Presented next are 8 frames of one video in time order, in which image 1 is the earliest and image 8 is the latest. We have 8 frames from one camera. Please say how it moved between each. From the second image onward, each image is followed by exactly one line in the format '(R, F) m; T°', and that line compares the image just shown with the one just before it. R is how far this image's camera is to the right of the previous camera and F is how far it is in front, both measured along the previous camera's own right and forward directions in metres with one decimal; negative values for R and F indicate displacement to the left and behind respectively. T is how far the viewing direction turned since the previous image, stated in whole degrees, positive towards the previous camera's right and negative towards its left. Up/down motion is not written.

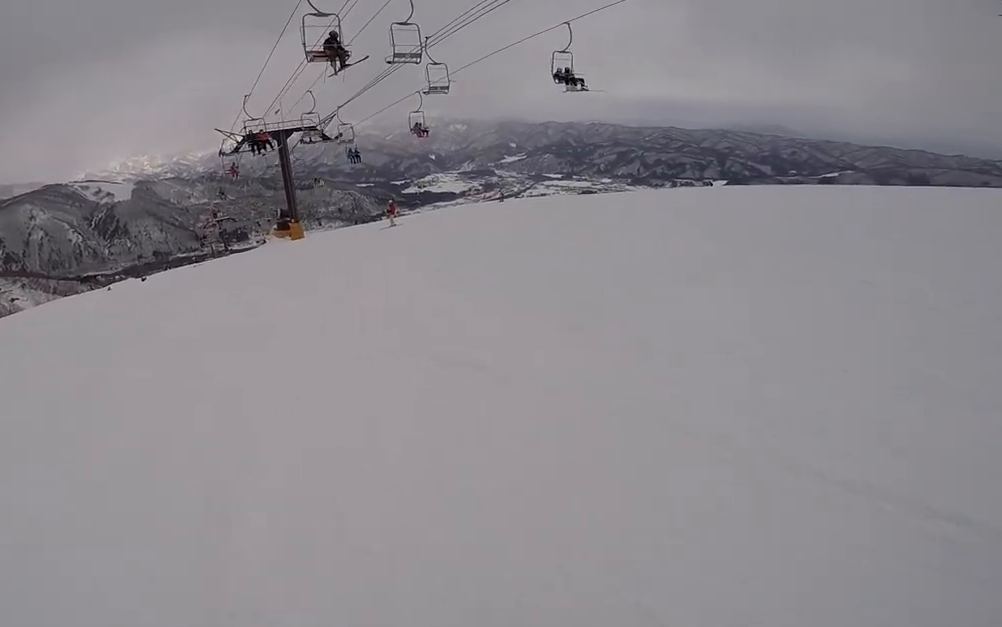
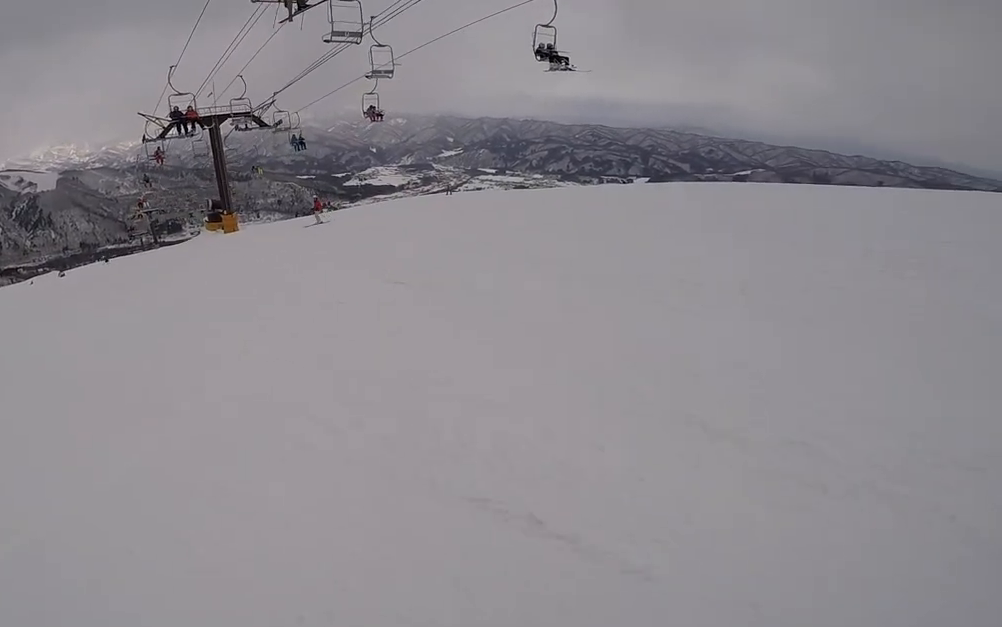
(+1.1, +2.0) m; +9°
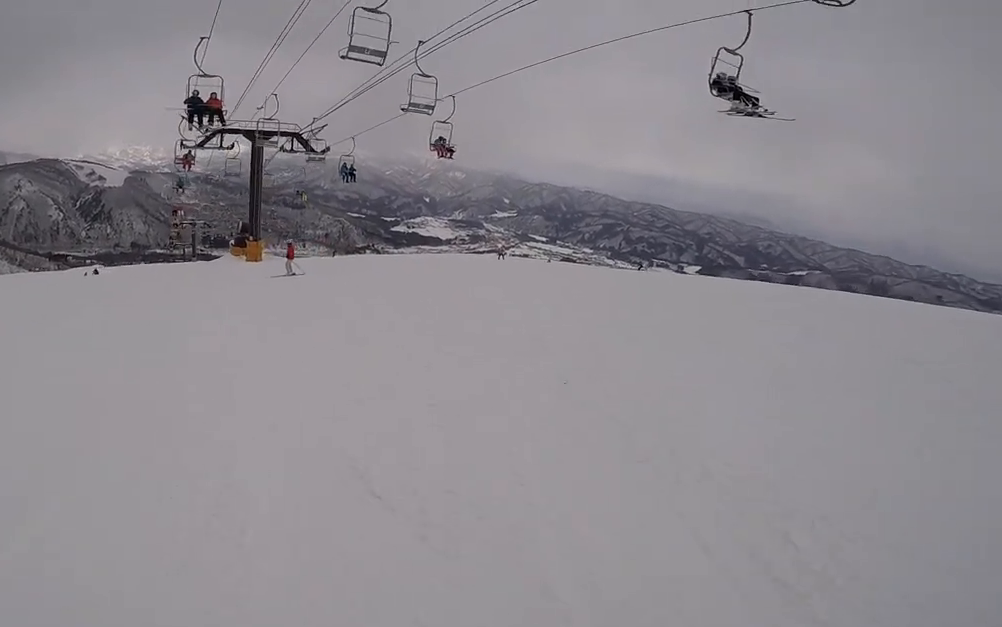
(+1.1, +4.2) m; +2°
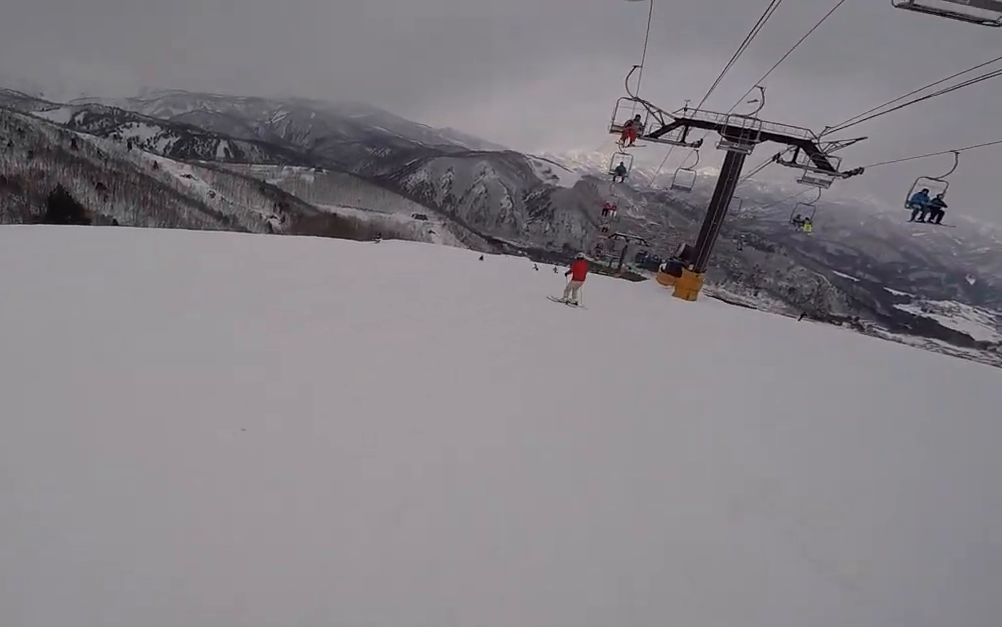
(-2.1, +6.6) m; -39°
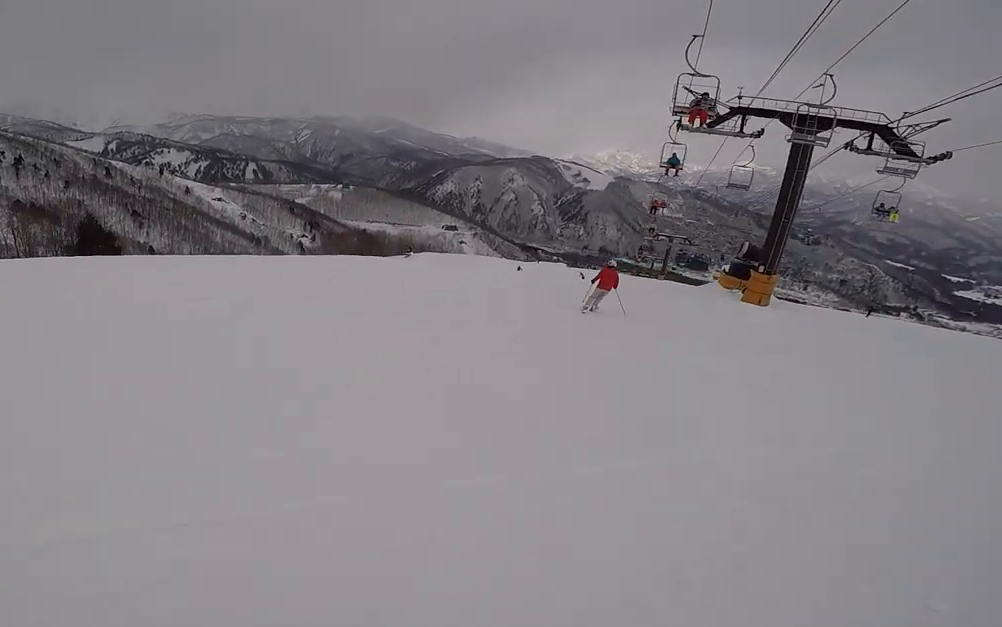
(-0.2, +2.2) m; -9°
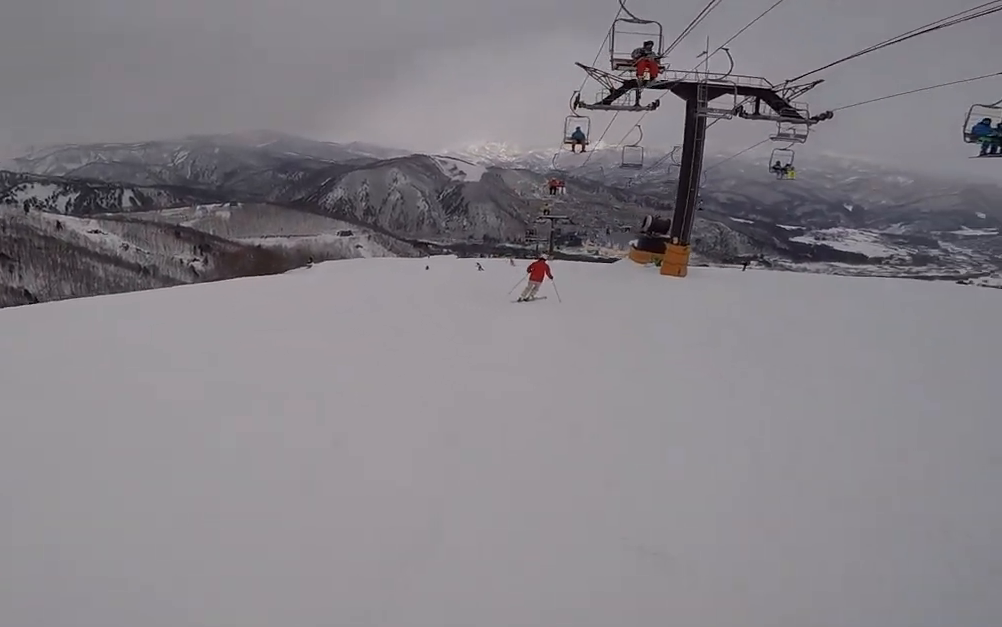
(-0.9, +2.9) m; -3°
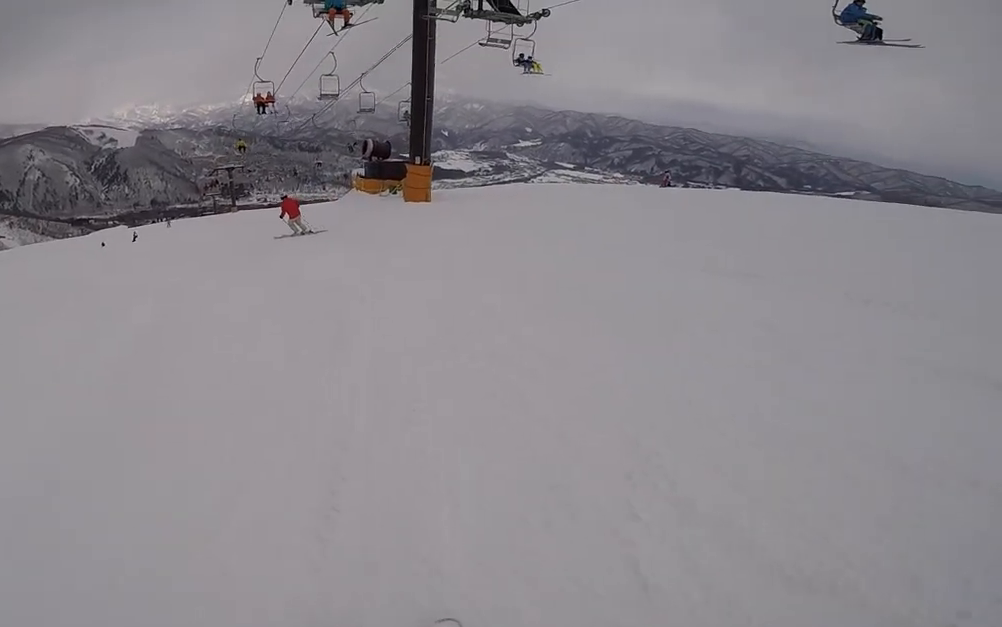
(+1.7, +6.6) m; +33°
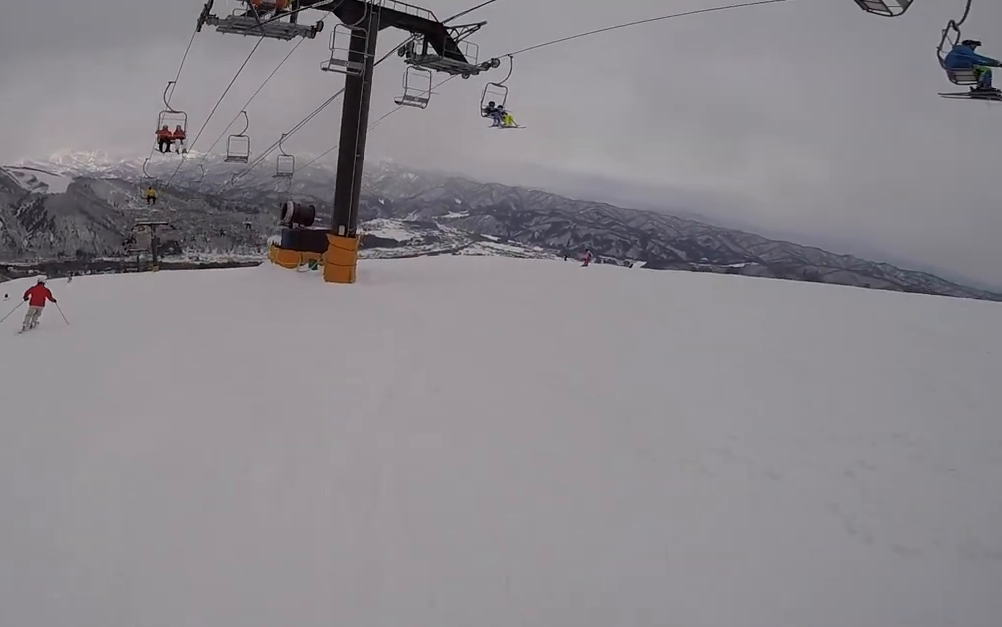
(+0.7, +3.7) m; +18°
